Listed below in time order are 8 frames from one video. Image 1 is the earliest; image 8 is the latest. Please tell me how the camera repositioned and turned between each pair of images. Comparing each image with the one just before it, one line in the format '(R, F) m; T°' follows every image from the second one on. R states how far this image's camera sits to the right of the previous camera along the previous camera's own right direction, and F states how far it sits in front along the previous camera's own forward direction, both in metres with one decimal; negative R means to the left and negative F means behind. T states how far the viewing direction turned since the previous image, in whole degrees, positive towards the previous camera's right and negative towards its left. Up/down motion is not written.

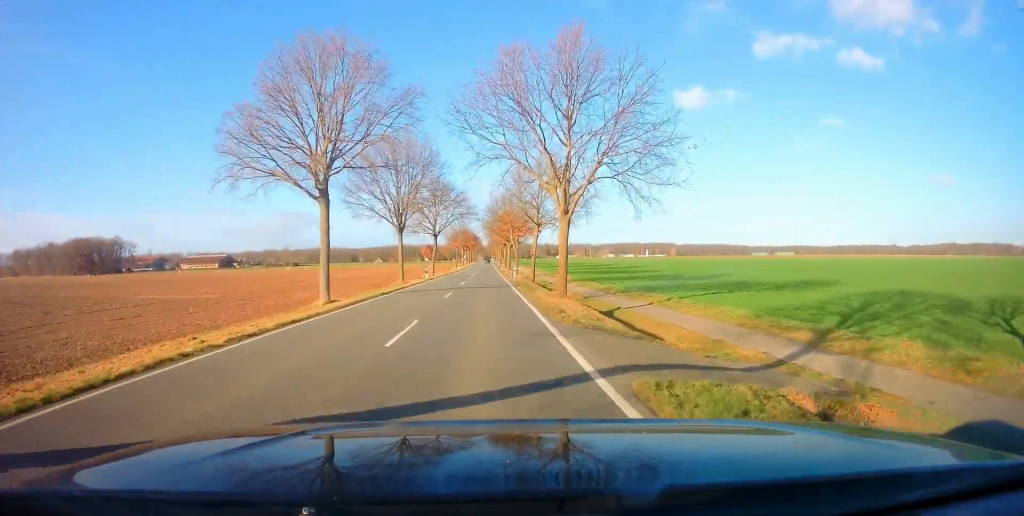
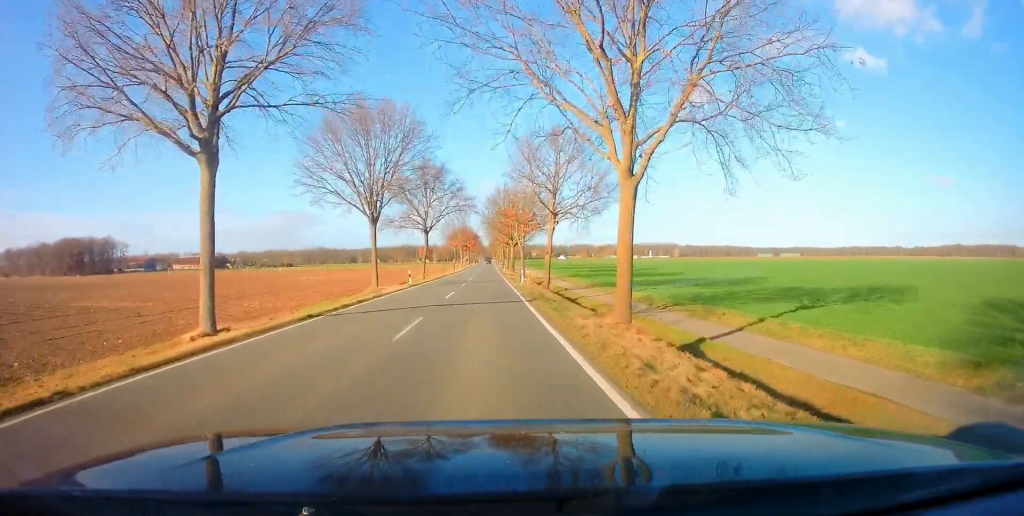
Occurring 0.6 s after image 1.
(-0.2, +11.0) m; 0°
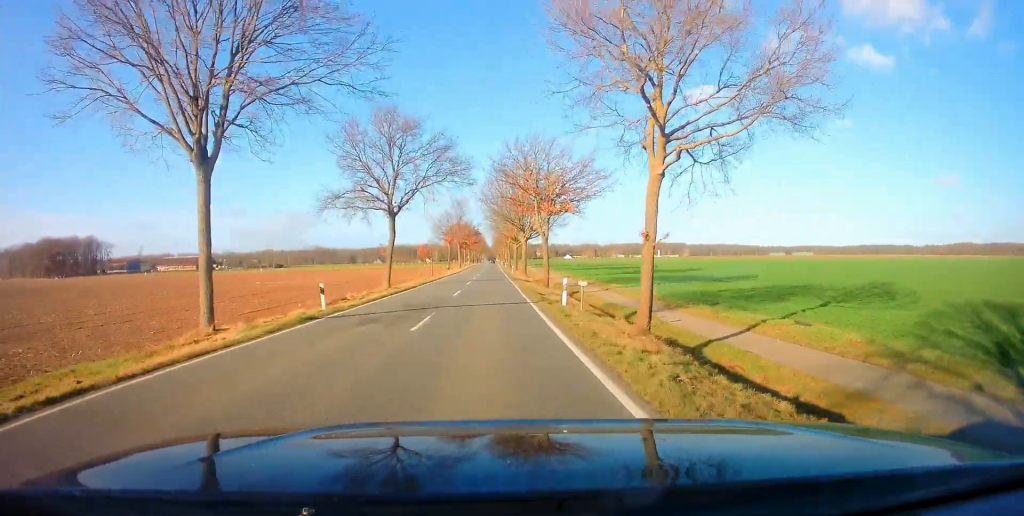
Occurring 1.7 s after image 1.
(+0.4, +22.0) m; 0°
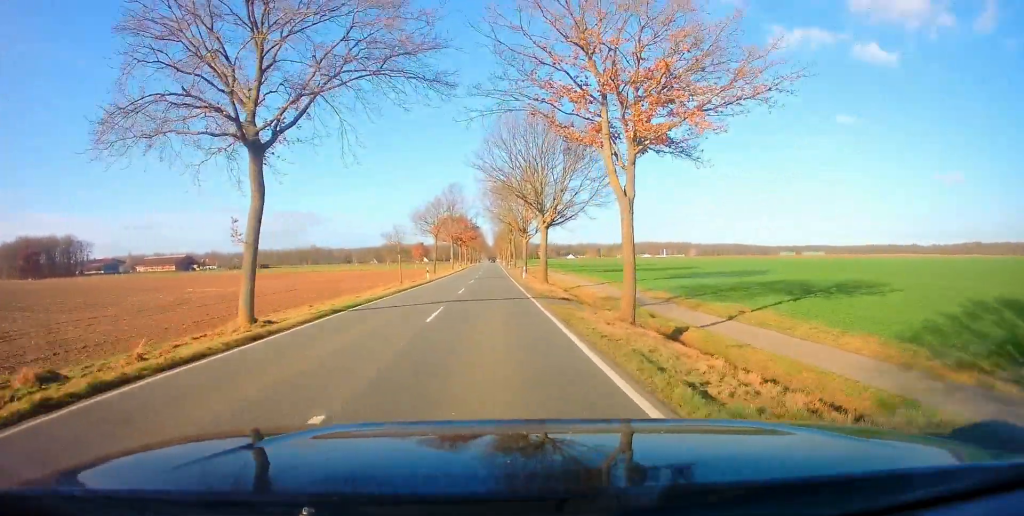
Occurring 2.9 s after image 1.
(-0.4, +22.2) m; -1°
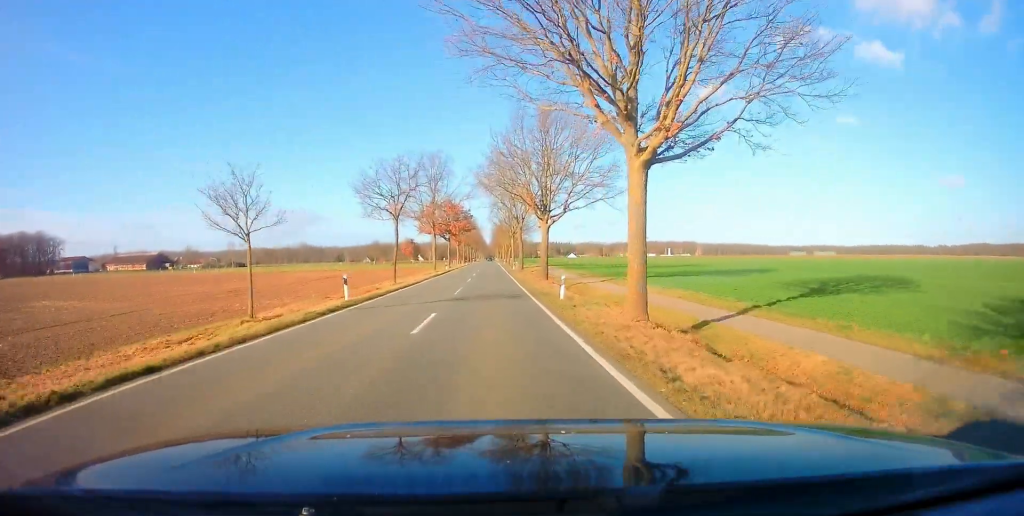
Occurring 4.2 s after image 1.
(+0.3, +25.9) m; +1°
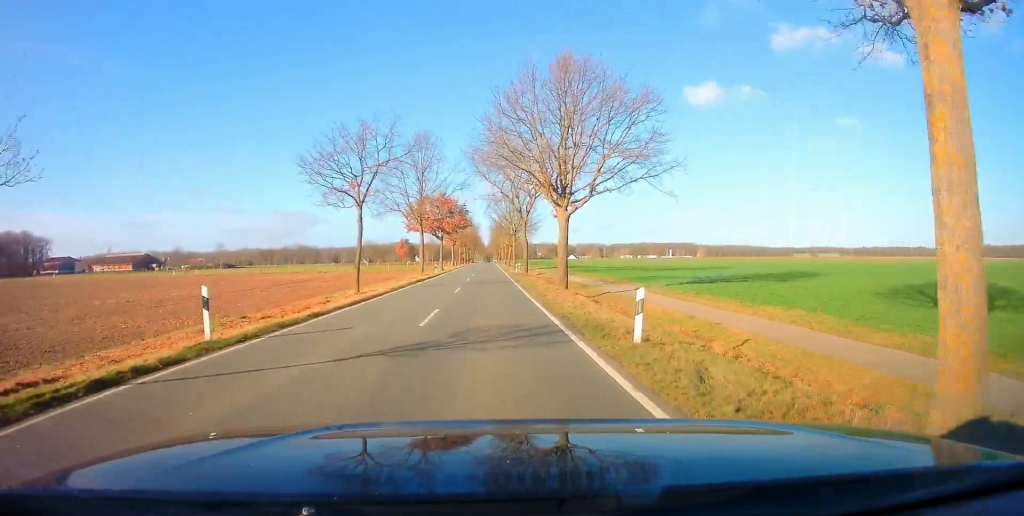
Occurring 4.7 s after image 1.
(0.0, +10.6) m; 0°
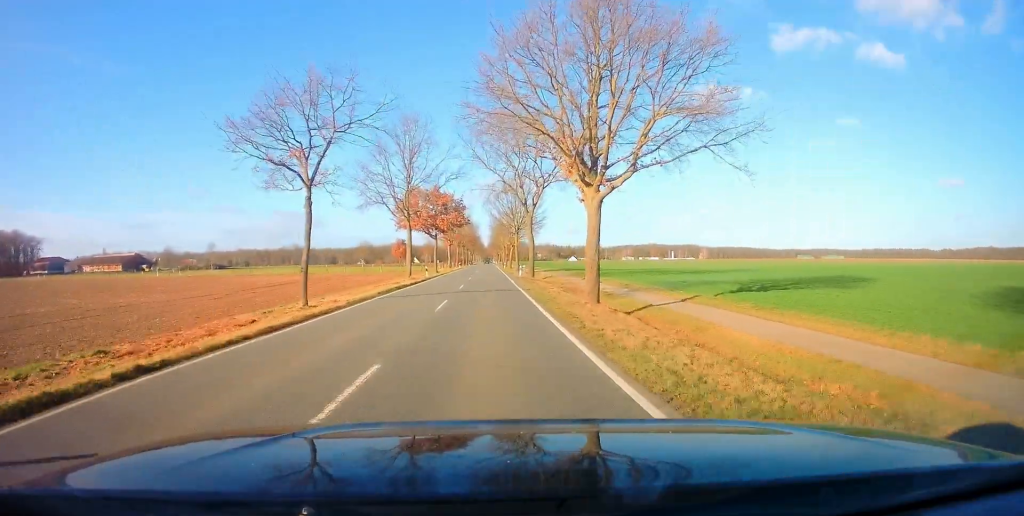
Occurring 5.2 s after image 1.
(0.0, +8.3) m; 0°
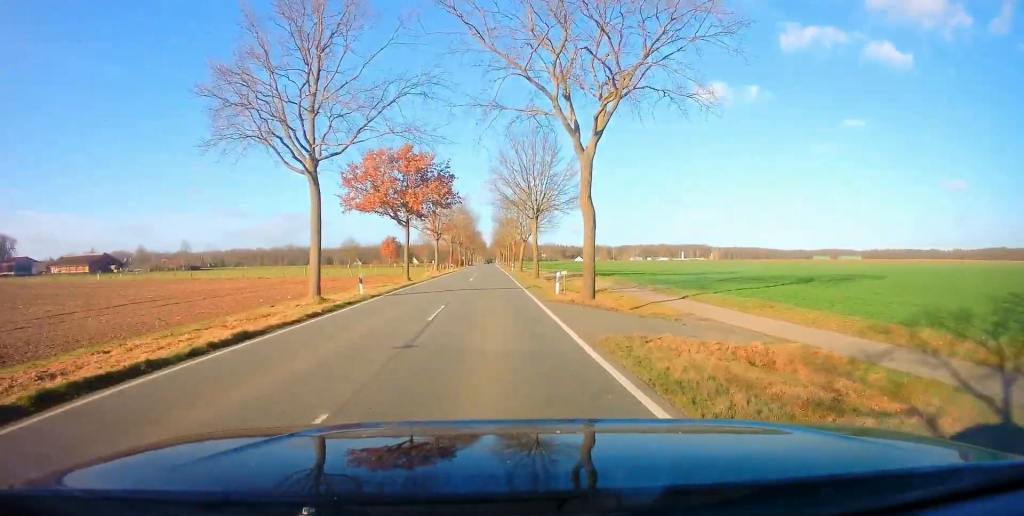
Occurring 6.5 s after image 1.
(-0.2, +26.1) m; -1°
